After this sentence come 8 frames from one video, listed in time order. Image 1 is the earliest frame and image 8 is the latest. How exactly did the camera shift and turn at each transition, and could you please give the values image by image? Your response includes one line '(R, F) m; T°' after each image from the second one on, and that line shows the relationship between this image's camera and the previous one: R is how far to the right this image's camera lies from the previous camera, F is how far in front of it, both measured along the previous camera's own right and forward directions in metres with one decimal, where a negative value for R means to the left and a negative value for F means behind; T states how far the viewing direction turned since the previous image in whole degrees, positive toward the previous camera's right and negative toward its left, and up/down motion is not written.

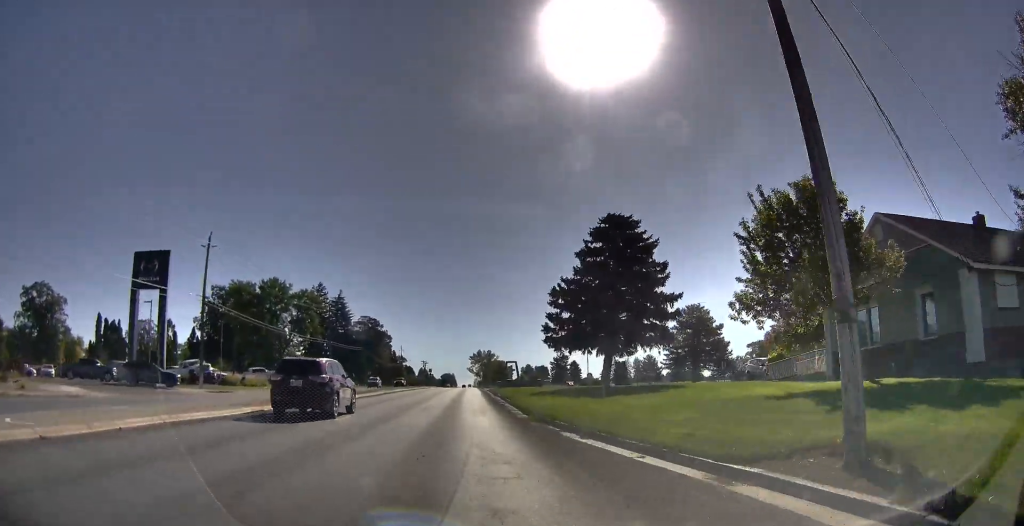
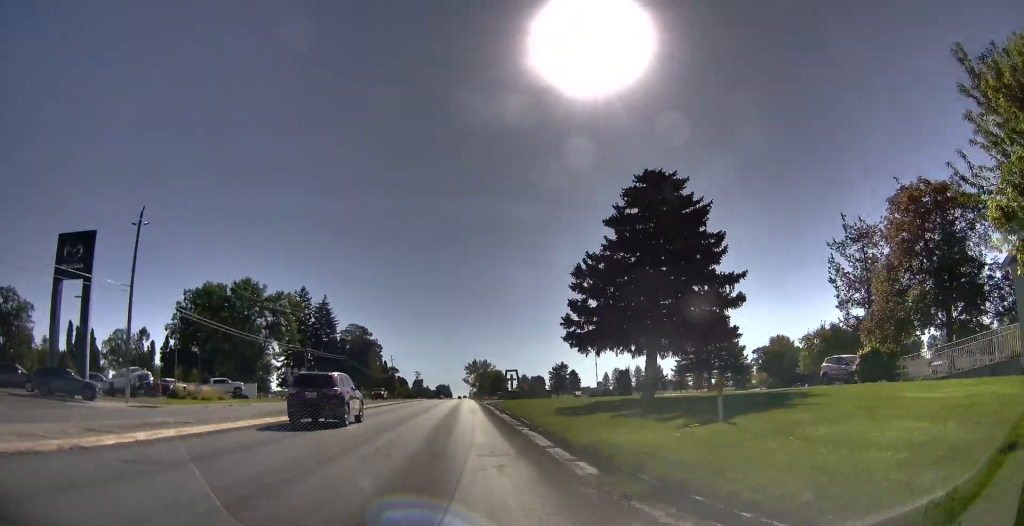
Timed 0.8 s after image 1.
(-0.7, +12.3) m; +2°
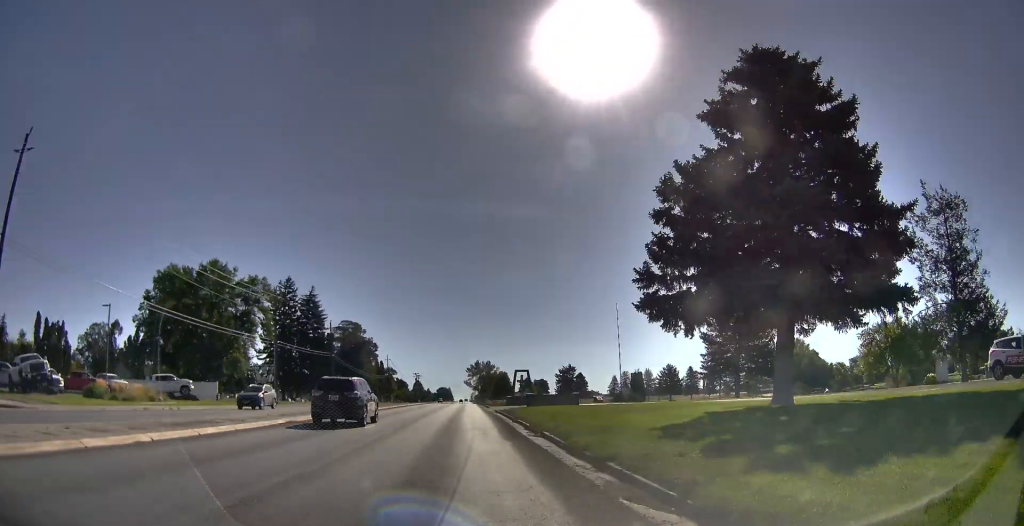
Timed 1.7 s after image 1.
(+1.9, +14.7) m; 0°
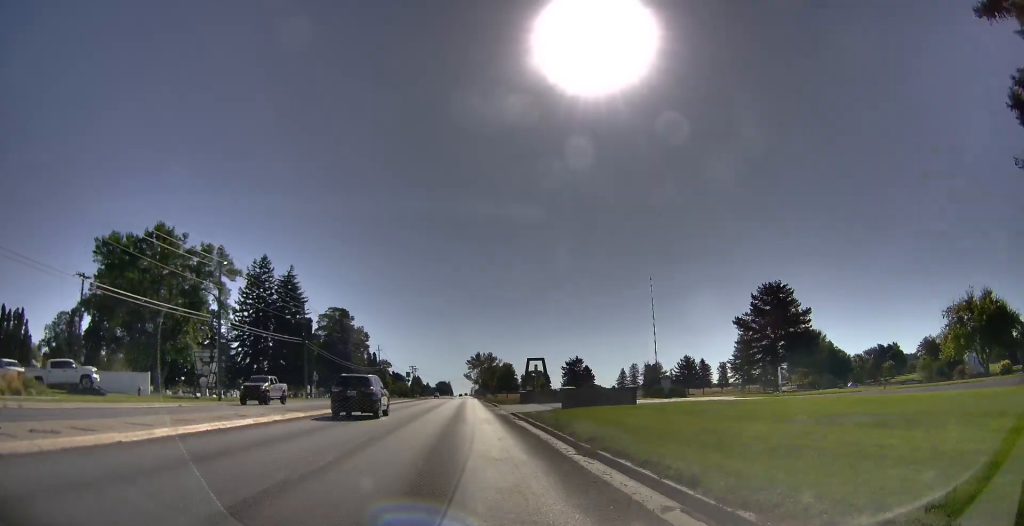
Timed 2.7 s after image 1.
(-1.9, +16.1) m; 0°
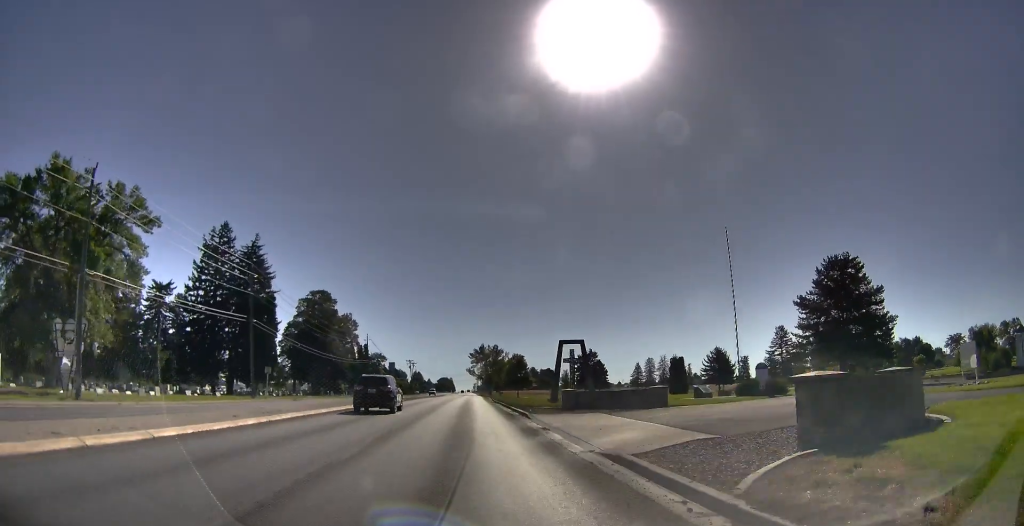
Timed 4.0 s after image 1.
(+1.2, +20.5) m; -1°
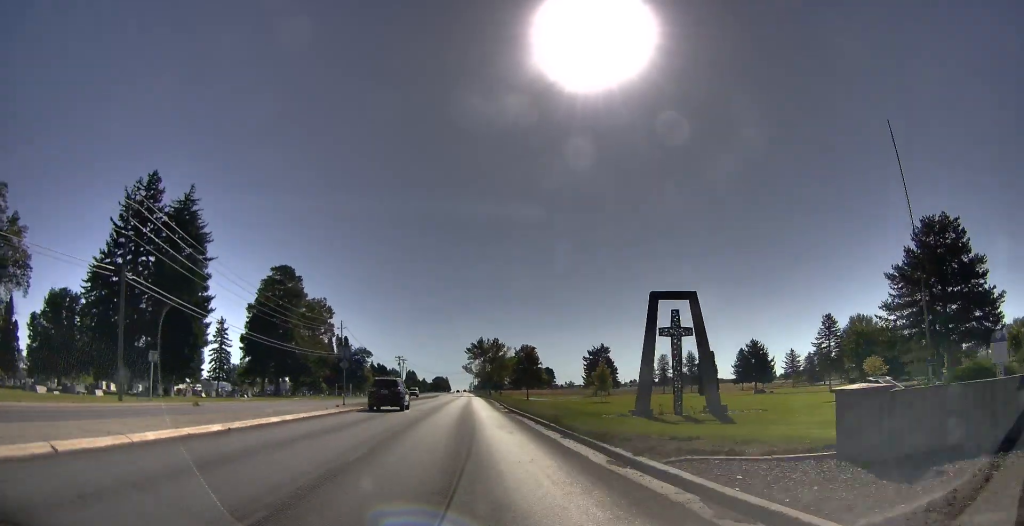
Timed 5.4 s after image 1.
(-0.8, +22.7) m; +1°
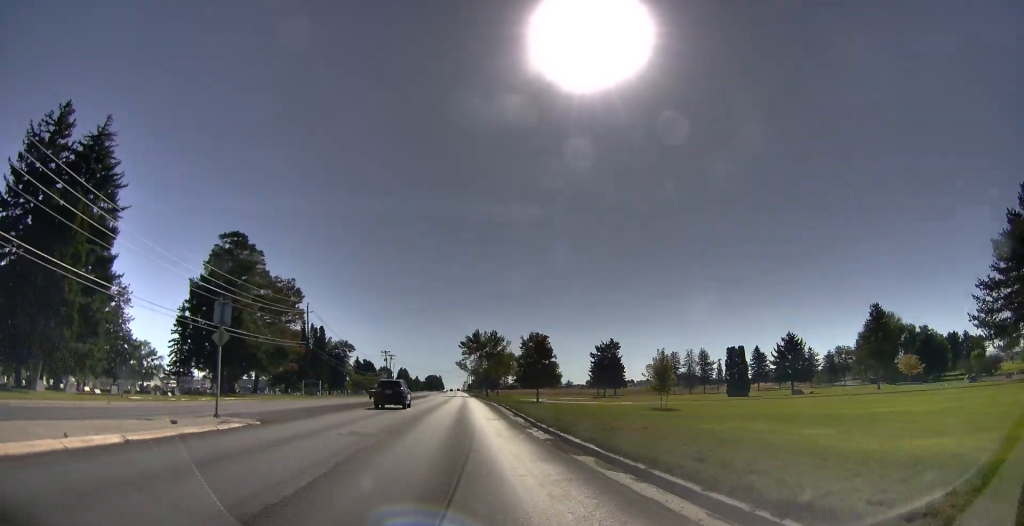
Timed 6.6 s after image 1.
(+0.3, +19.0) m; +4°
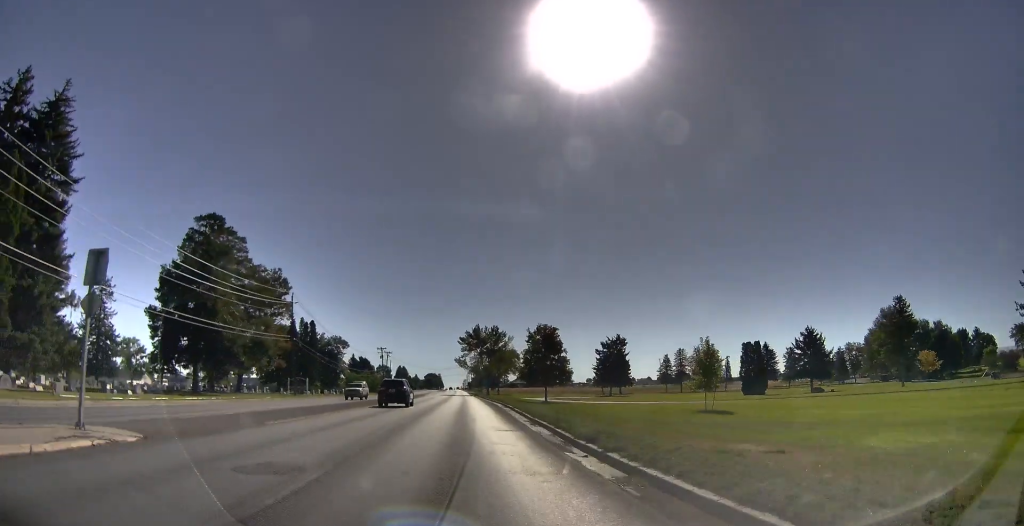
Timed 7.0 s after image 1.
(+0.3, +7.1) m; 0°
